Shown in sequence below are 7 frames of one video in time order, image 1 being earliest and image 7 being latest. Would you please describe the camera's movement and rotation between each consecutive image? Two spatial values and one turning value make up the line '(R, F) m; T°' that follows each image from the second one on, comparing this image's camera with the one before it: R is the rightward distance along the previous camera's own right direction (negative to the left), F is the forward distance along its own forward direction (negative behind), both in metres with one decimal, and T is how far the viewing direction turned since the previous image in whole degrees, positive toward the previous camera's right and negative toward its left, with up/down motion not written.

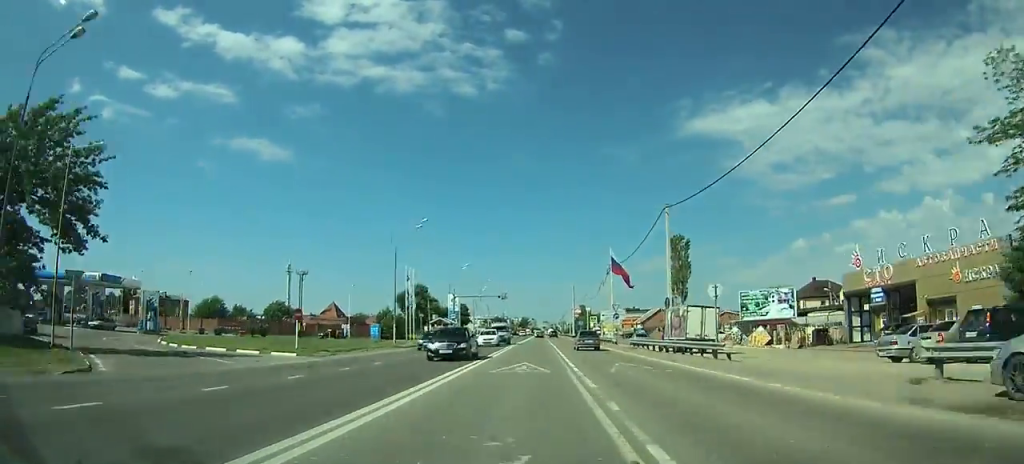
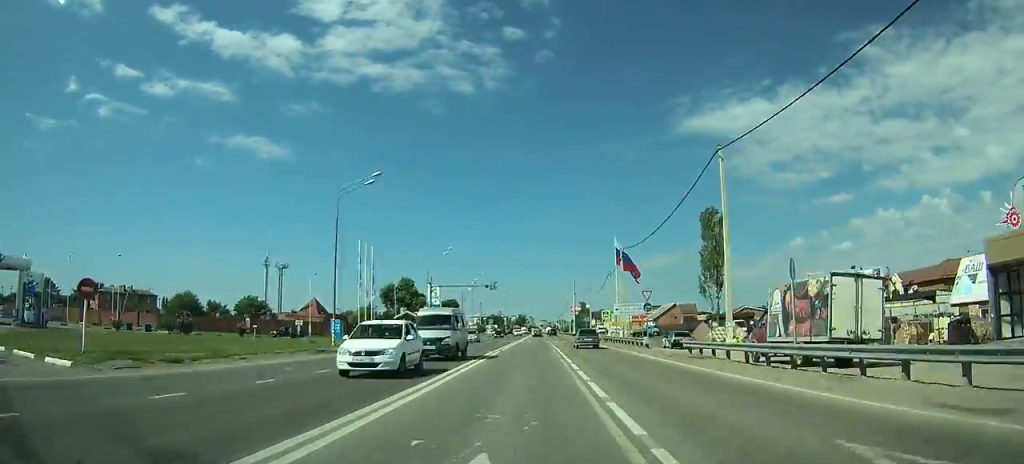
(0.0, +15.3) m; 0°
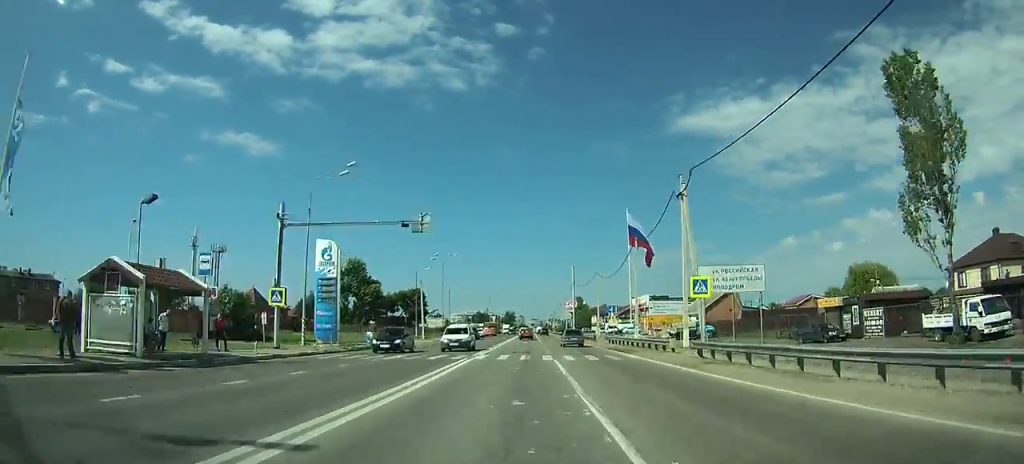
(0.0, +38.1) m; 0°
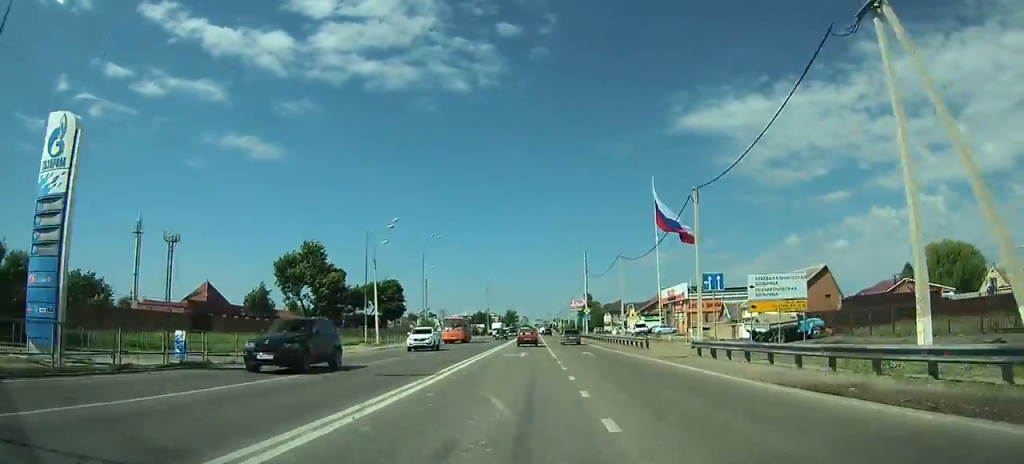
(+0.1, +27.6) m; +1°
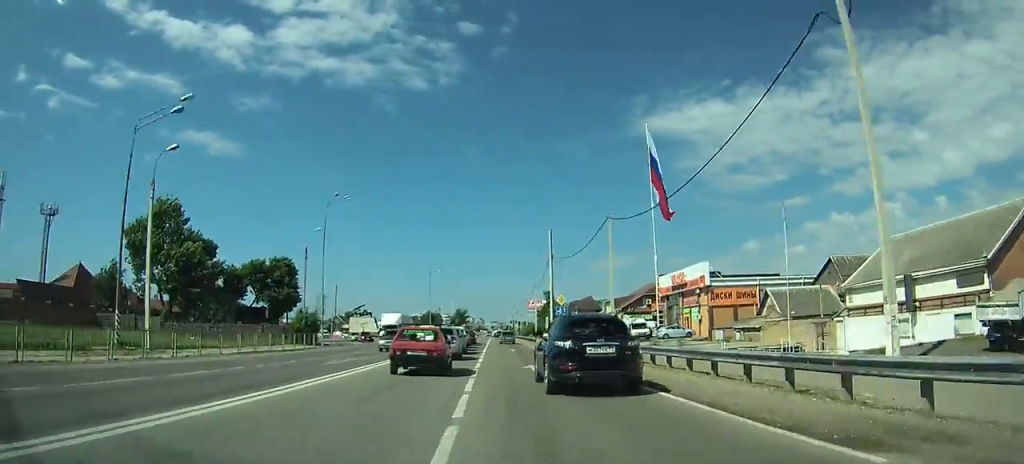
(+0.6, +36.4) m; +2°
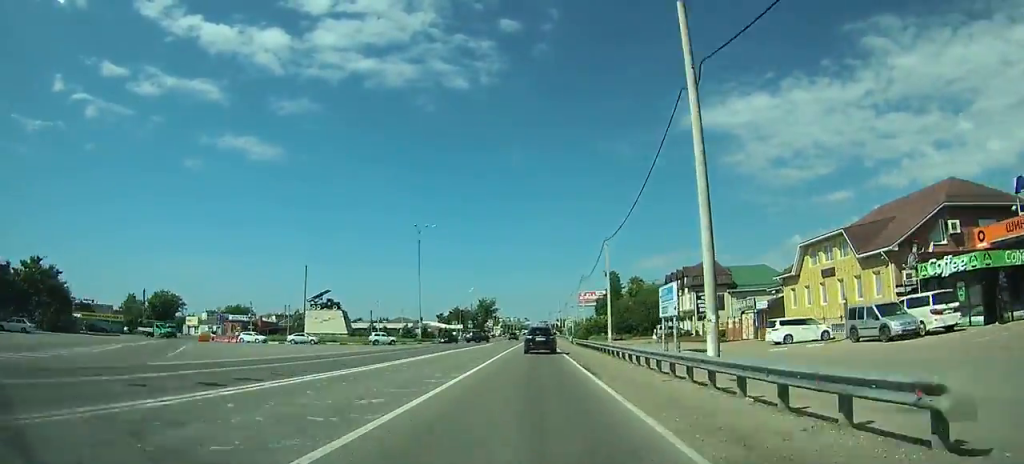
(-1.1, +78.1) m; -2°
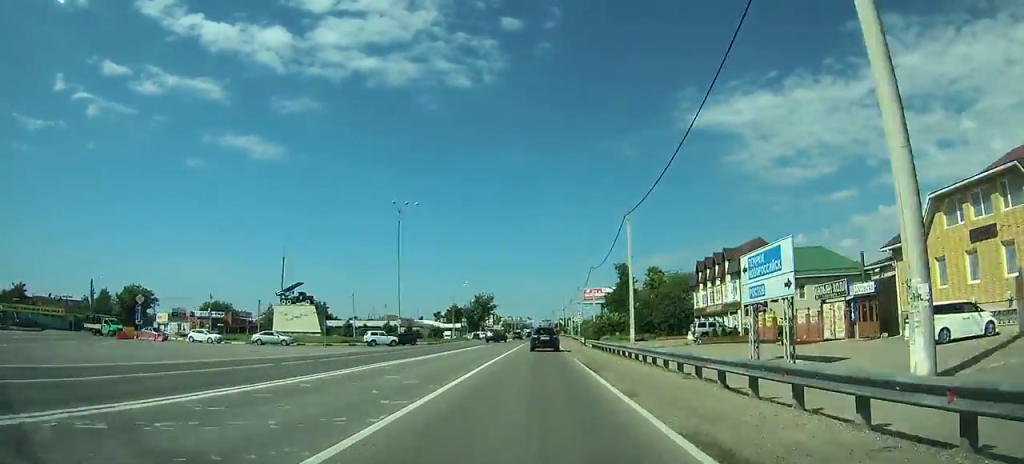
(-0.1, +16.4) m; 0°
